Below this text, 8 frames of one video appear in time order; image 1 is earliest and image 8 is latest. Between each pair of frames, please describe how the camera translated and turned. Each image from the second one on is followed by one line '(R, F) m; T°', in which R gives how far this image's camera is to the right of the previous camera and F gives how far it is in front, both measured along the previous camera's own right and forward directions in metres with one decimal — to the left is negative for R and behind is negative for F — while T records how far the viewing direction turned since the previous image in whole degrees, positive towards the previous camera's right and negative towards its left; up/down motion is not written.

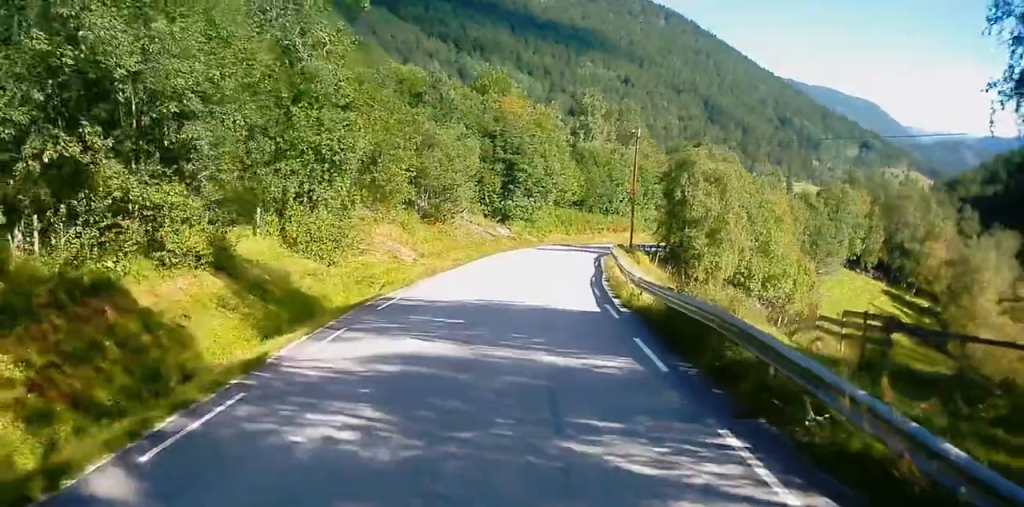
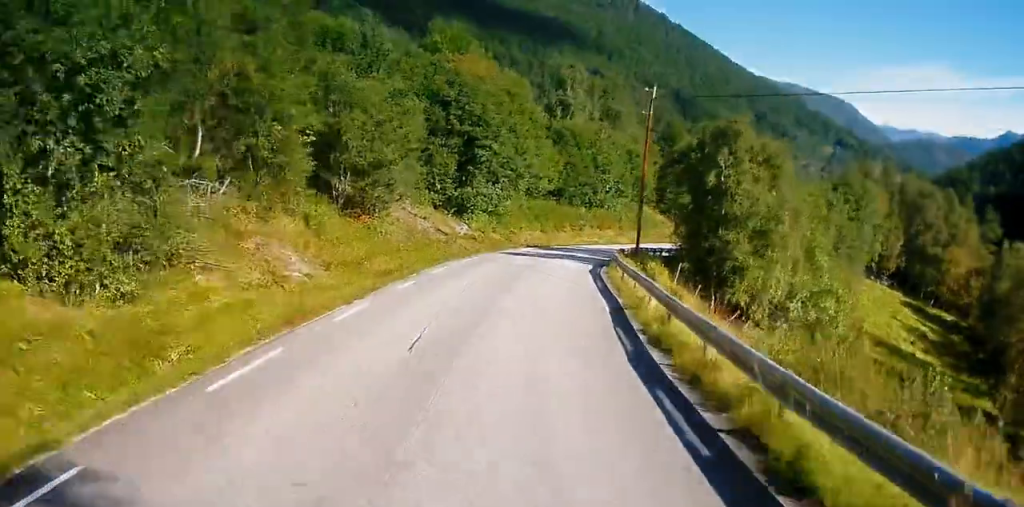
(+0.3, +15.4) m; +1°
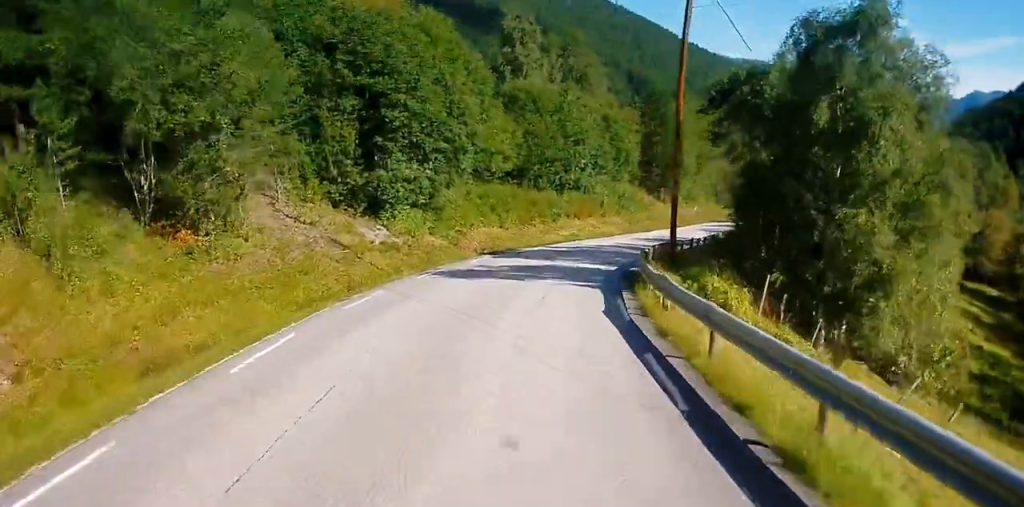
(0.0, +16.4) m; 0°
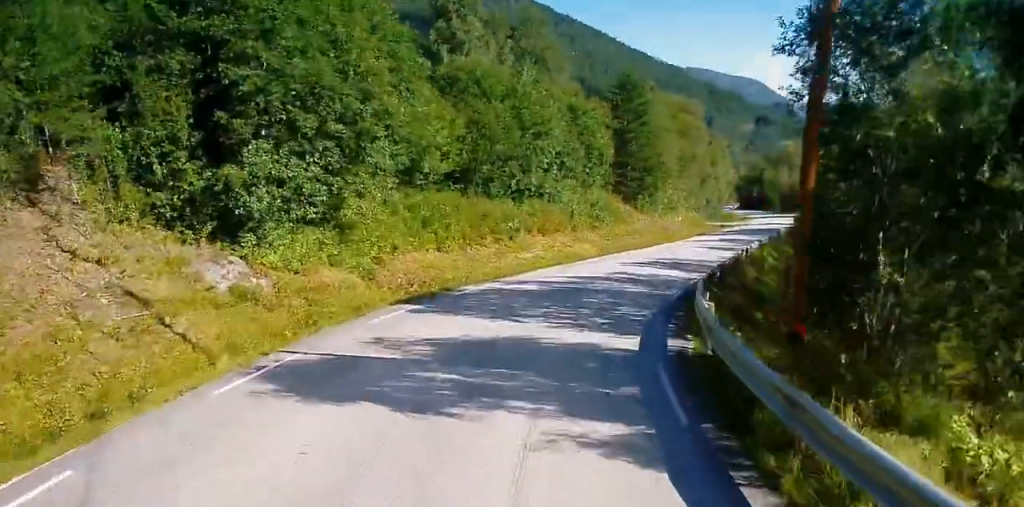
(0.0, +12.6) m; +3°
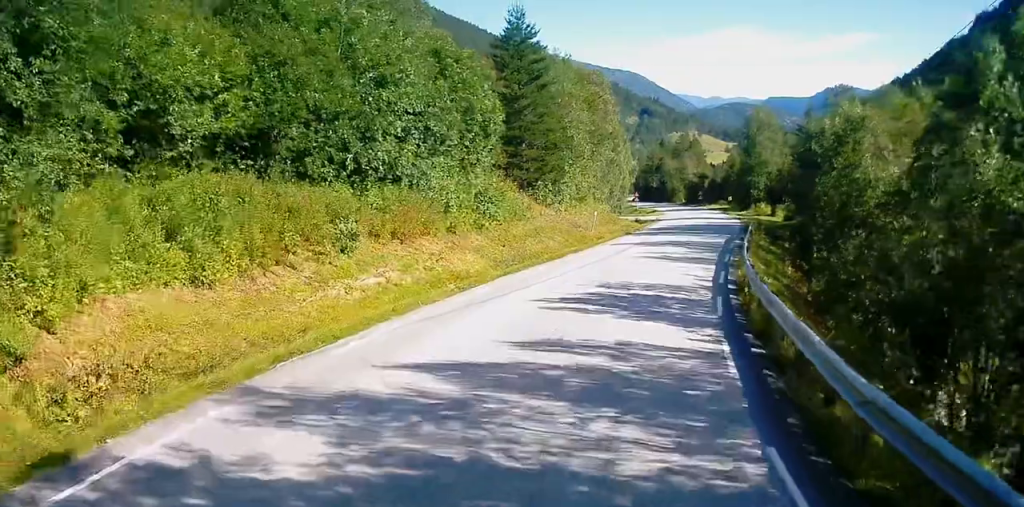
(+1.1, +16.2) m; +11°
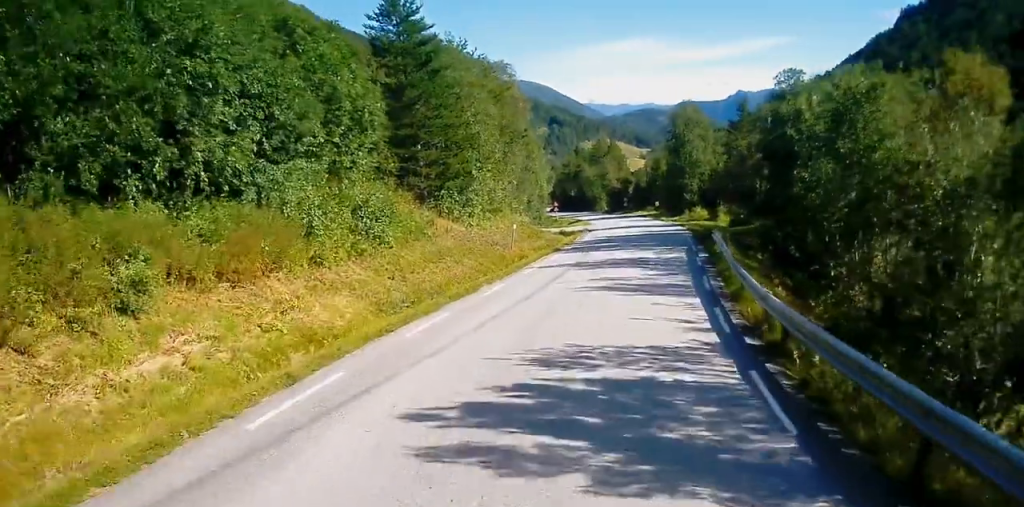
(+0.8, +9.2) m; +6°
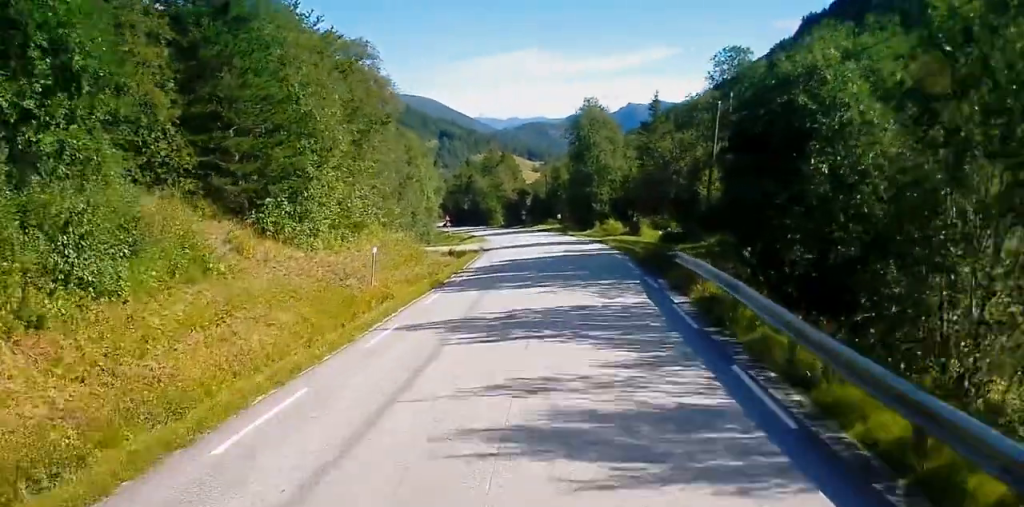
(+0.7, +12.7) m; +3°
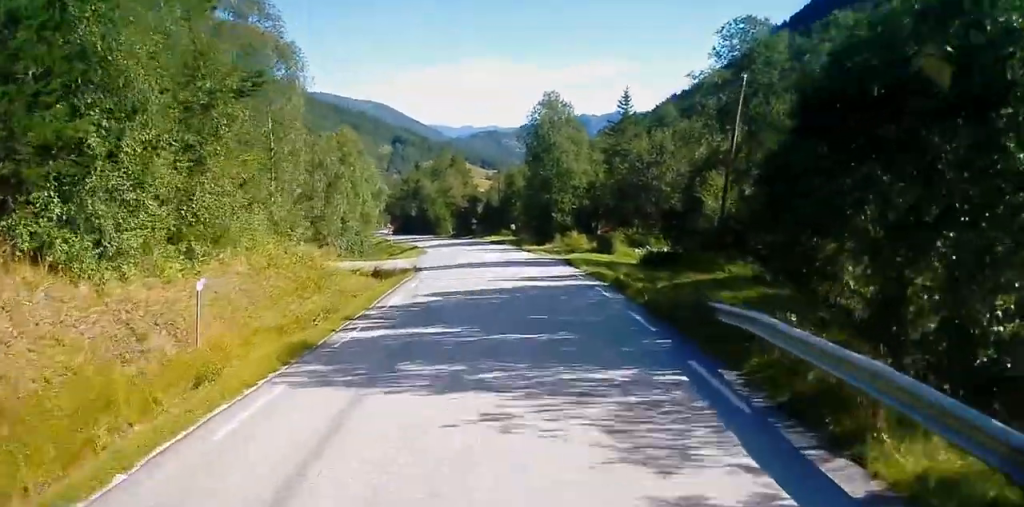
(0.0, +11.4) m; 0°
